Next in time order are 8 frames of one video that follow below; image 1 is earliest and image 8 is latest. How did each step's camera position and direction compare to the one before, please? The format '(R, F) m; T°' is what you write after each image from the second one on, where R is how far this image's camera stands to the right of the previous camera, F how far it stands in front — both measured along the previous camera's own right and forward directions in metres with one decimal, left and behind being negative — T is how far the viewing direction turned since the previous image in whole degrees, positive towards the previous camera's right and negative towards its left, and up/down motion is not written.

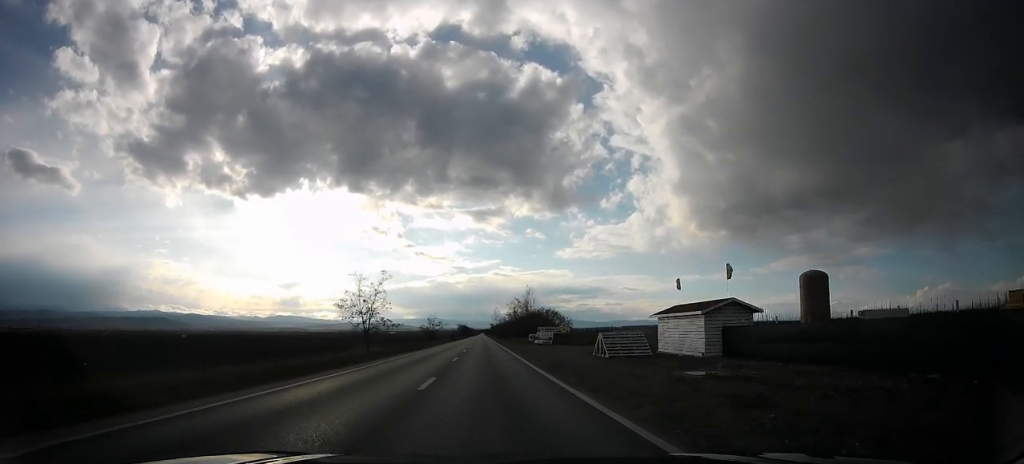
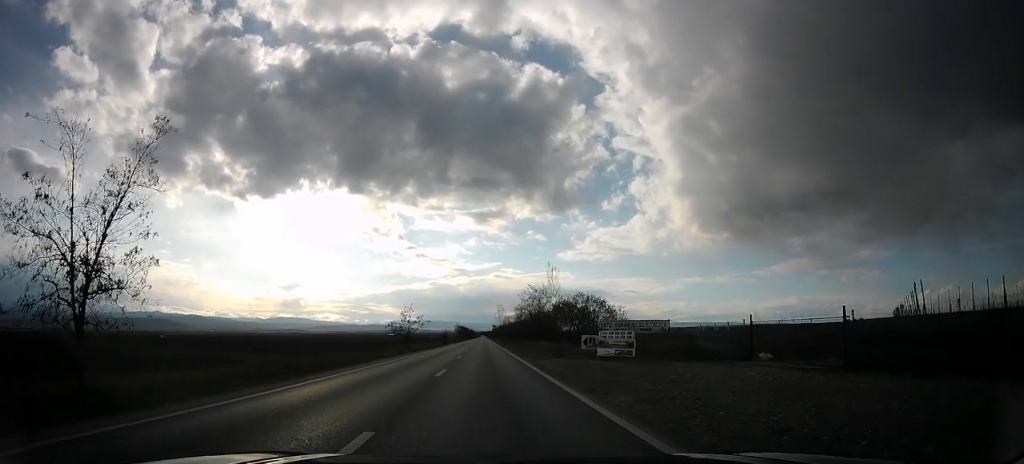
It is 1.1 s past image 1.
(-0.1, +32.8) m; 0°
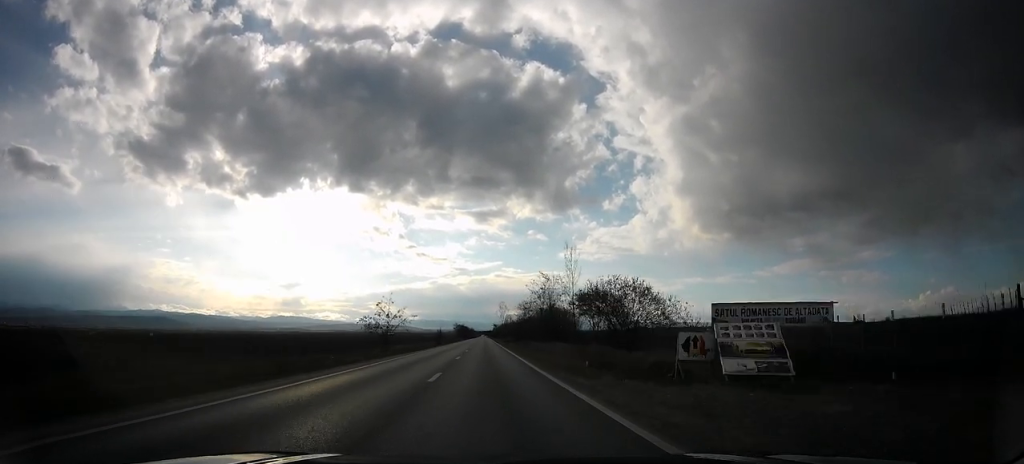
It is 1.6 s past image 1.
(0.0, +14.7) m; 0°
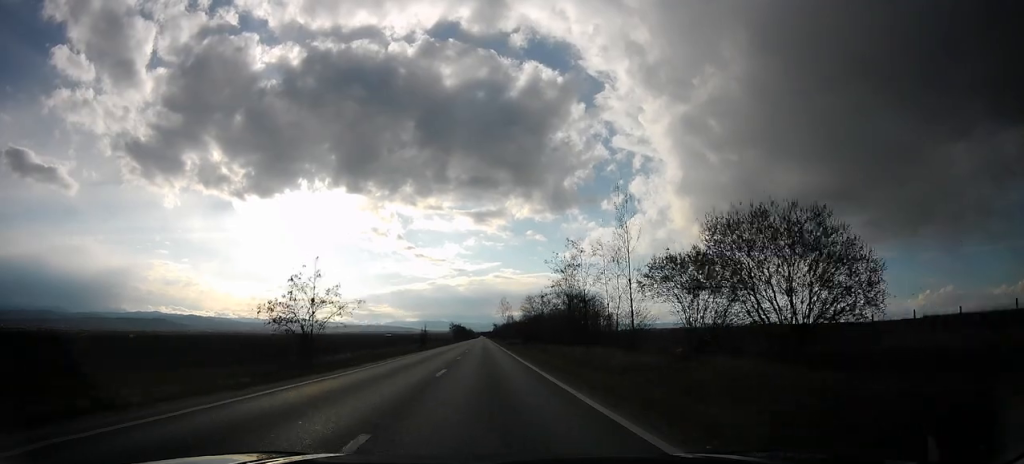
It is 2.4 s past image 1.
(0.0, +22.5) m; 0°
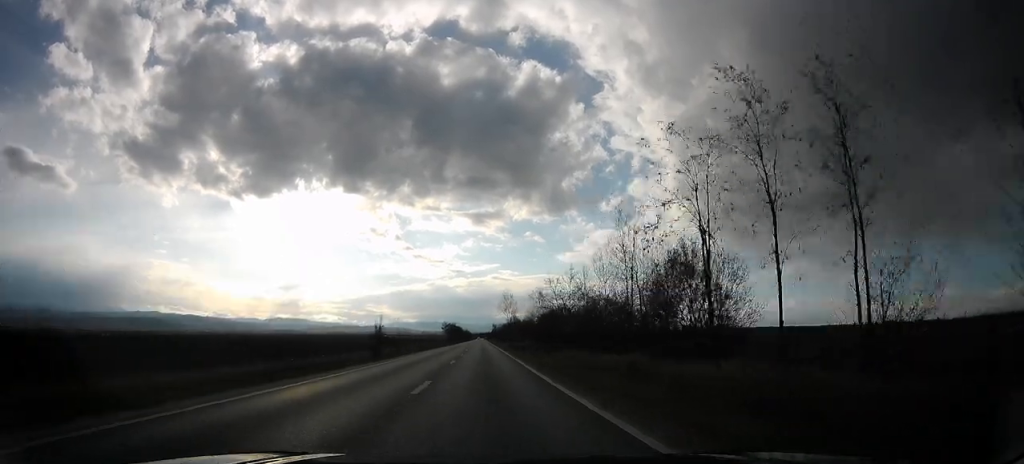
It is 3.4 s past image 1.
(0.0, +29.0) m; 0°
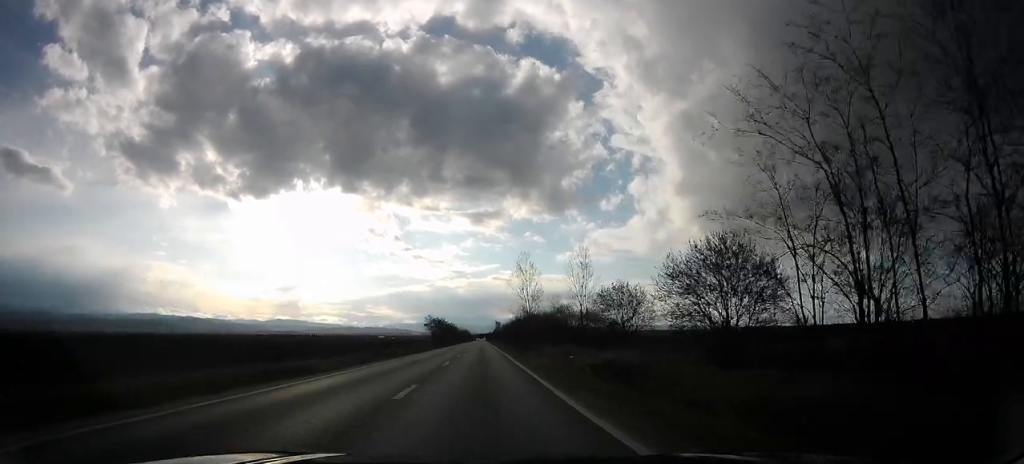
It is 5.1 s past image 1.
(+0.1, +49.0) m; 0°
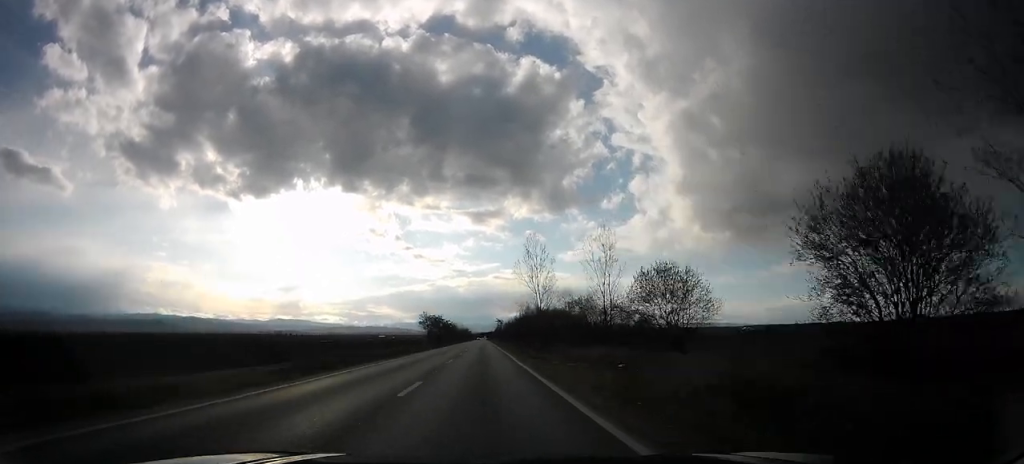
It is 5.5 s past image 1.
(0.0, +11.6) m; 0°
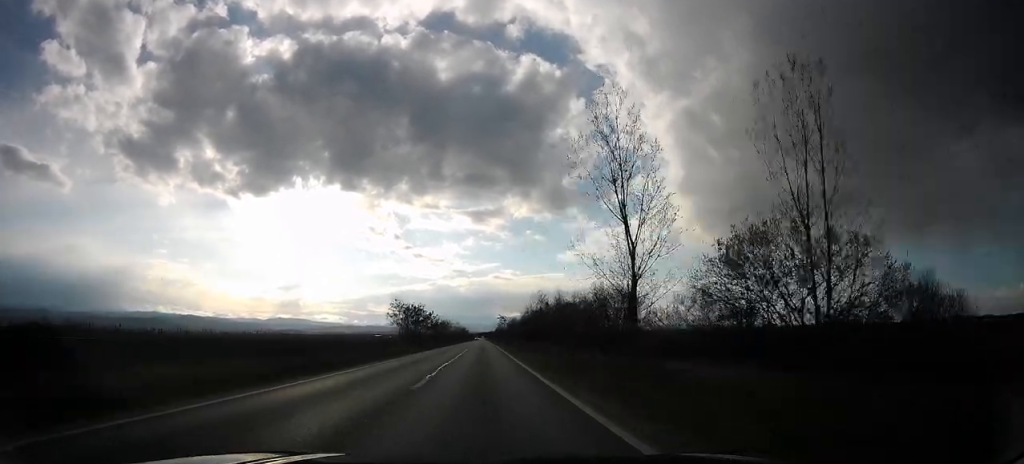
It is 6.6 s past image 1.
(-0.1, +34.0) m; 0°
